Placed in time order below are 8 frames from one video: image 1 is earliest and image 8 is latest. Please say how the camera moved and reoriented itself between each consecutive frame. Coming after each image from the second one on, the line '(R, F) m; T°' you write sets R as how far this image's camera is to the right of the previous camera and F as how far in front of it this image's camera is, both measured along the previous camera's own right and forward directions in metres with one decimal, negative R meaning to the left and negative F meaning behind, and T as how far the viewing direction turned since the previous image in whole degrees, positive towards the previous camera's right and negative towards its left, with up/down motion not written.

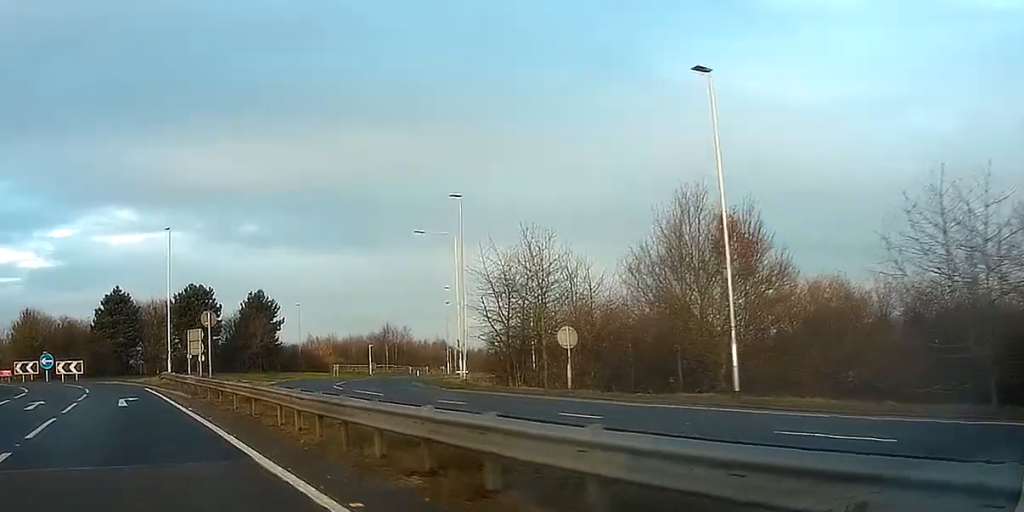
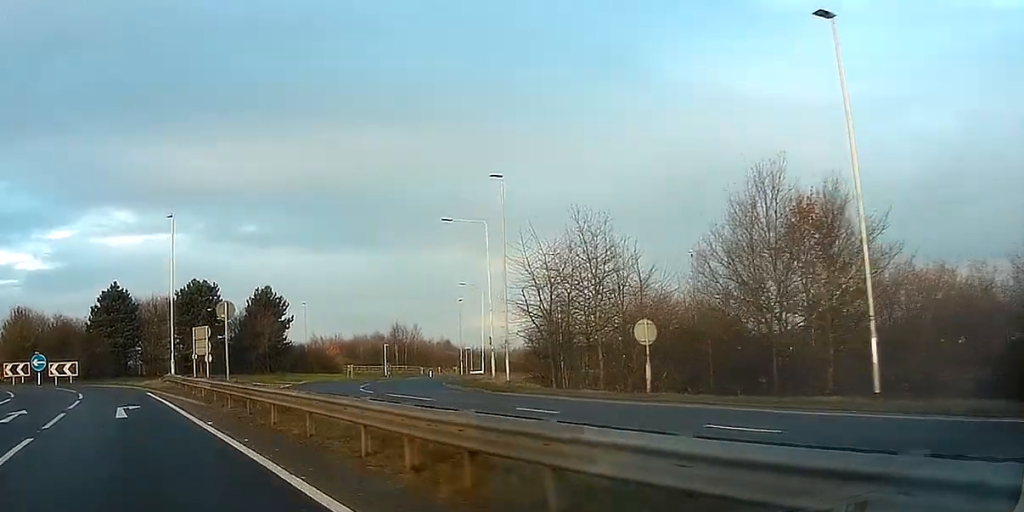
(0.0, +5.9) m; 0°
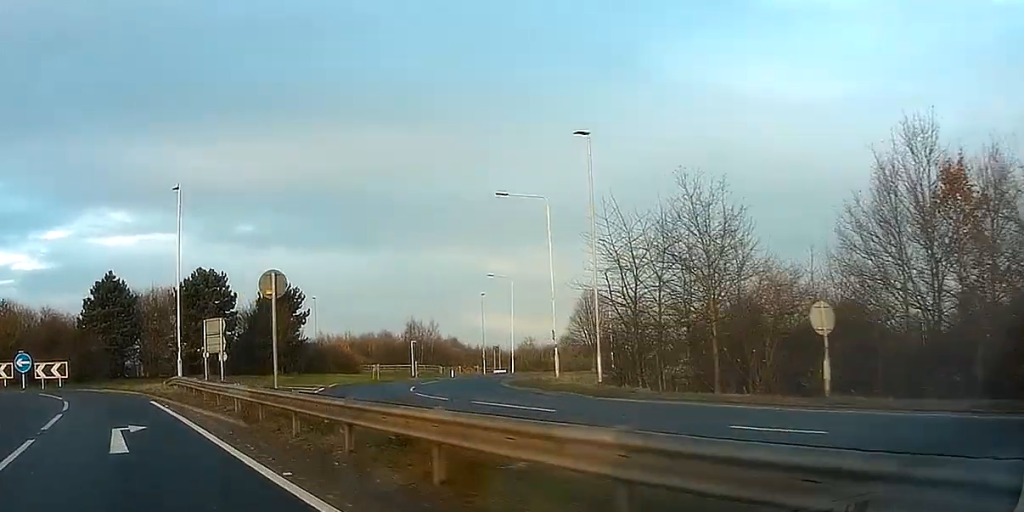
(-0.1, +8.8) m; +1°
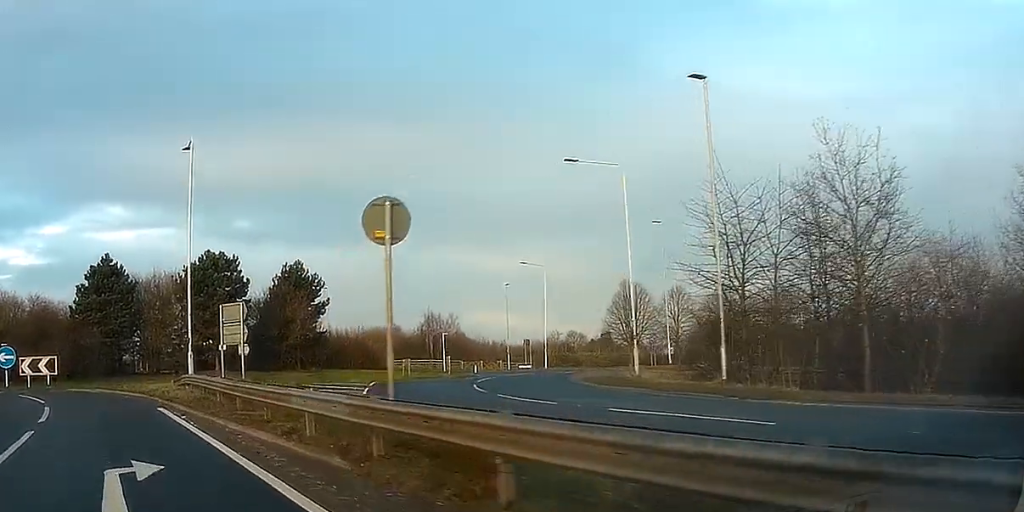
(+0.1, +7.9) m; +1°
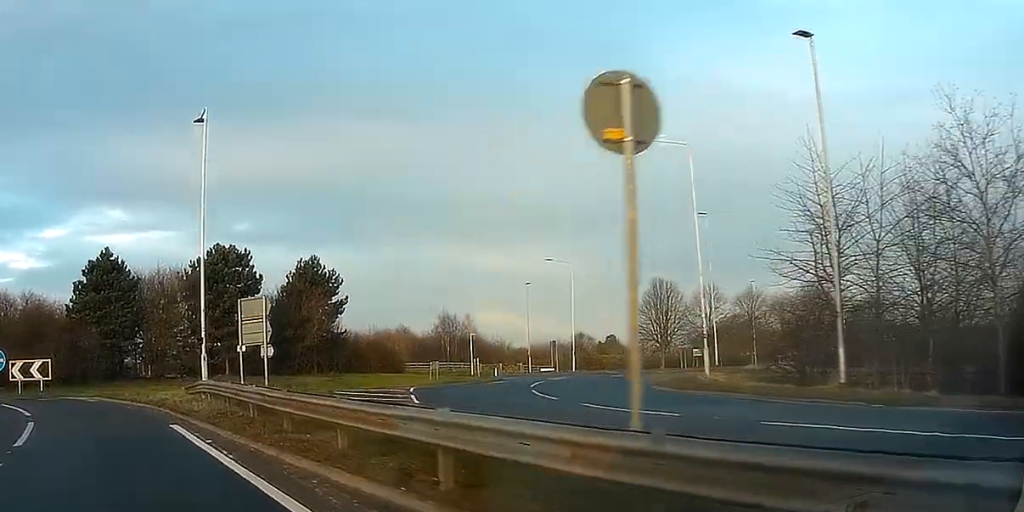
(+0.1, +5.3) m; 0°
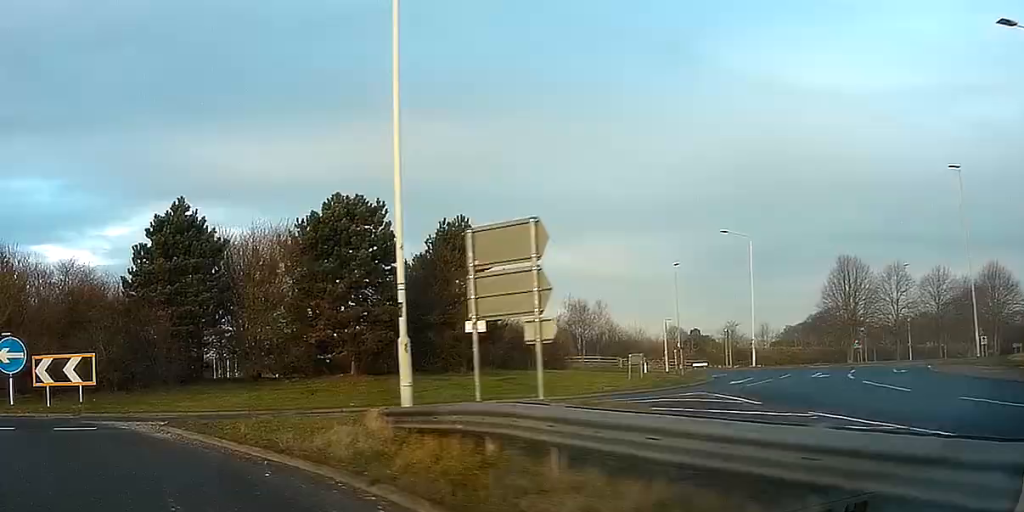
(-0.6, +16.3) m; -7°
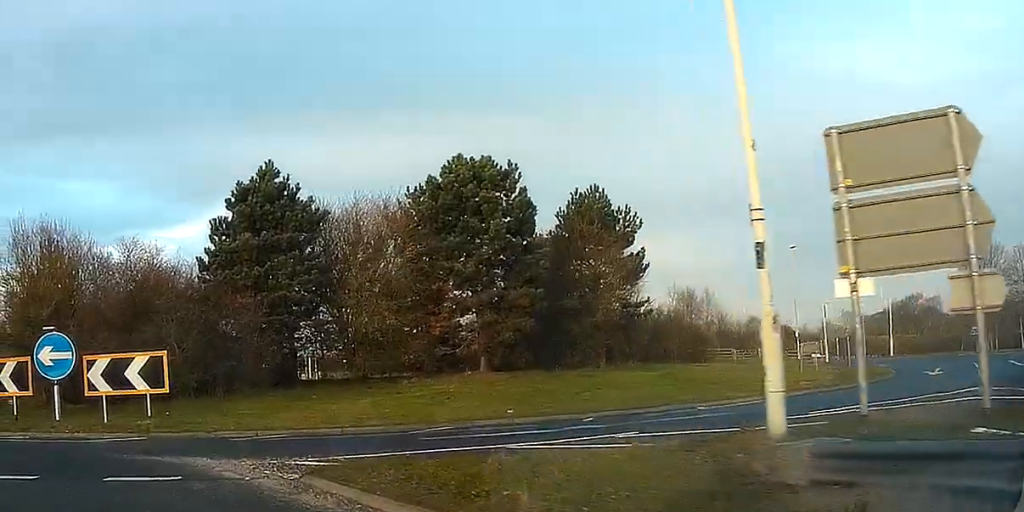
(-0.3, +7.5) m; -5°
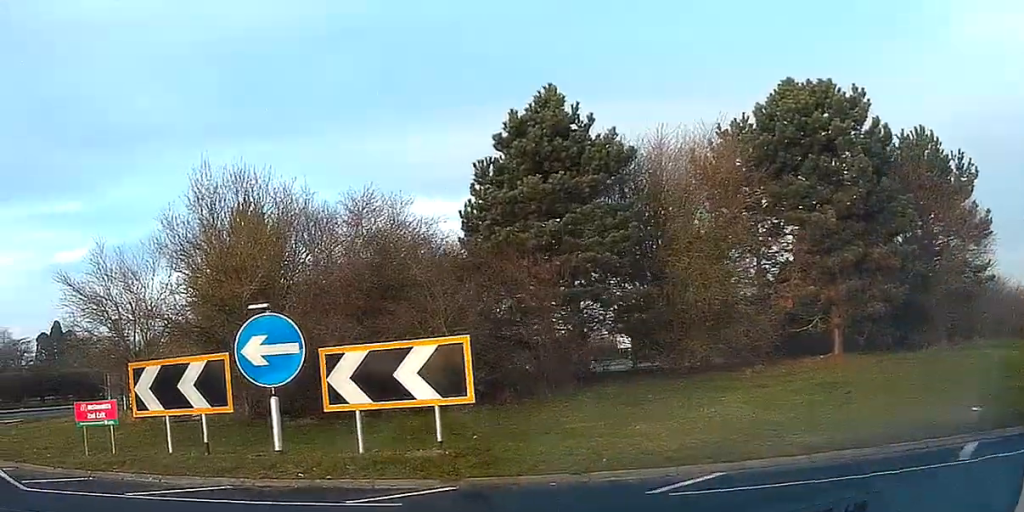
(-0.6, +9.6) m; -10°
